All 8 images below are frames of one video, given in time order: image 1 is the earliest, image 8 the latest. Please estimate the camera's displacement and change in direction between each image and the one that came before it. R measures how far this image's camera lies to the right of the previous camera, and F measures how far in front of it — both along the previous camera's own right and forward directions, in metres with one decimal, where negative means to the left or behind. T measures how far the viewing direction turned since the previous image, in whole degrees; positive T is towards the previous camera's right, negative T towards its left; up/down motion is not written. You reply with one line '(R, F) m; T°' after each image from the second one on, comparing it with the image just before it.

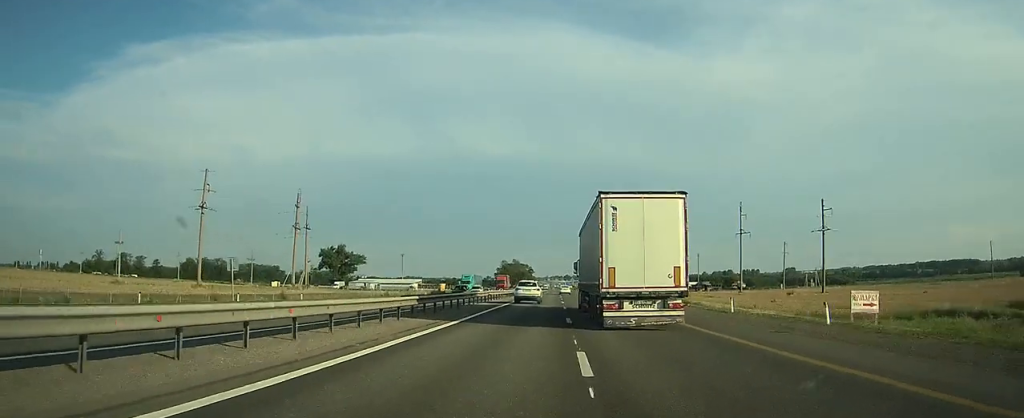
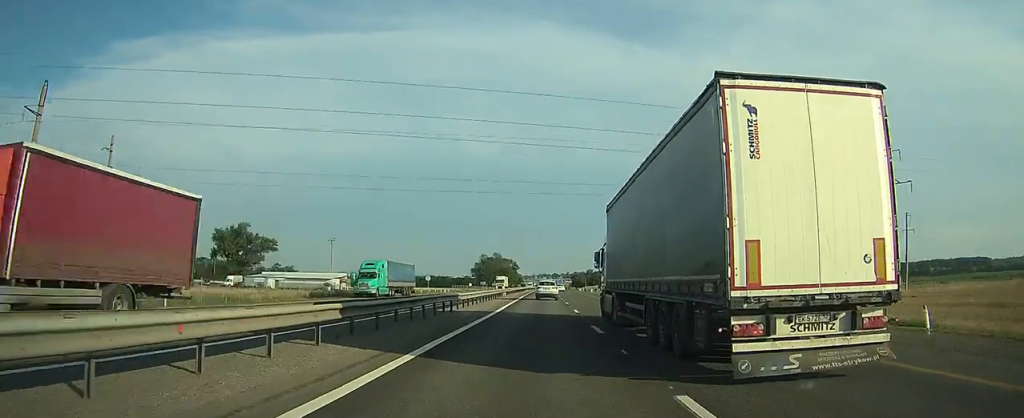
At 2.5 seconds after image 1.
(+0.4, +63.7) m; +1°
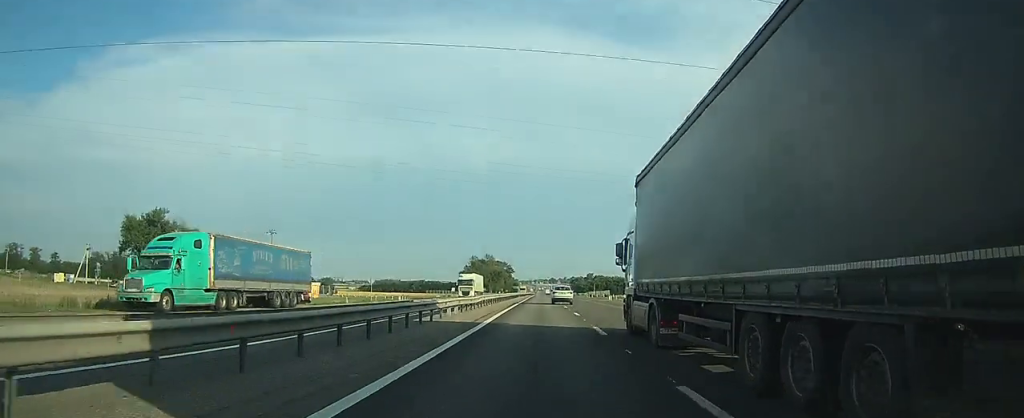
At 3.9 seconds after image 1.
(+0.1, +34.6) m; 0°
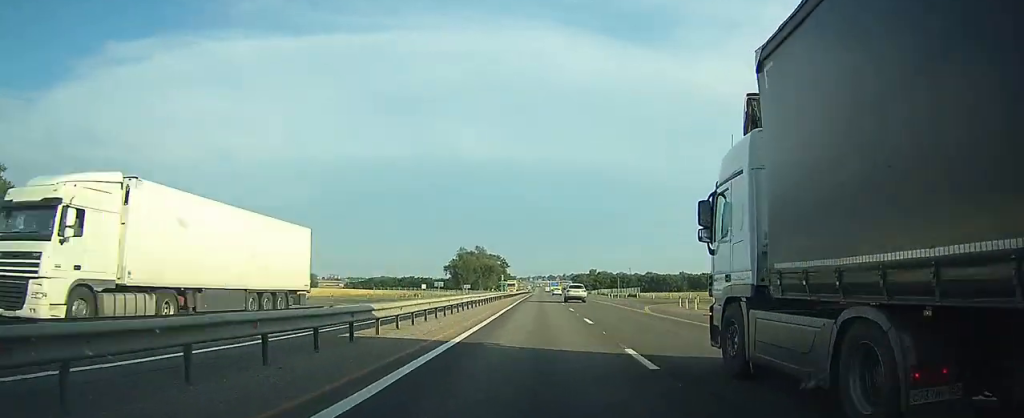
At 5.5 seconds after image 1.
(0.0, +42.5) m; 0°
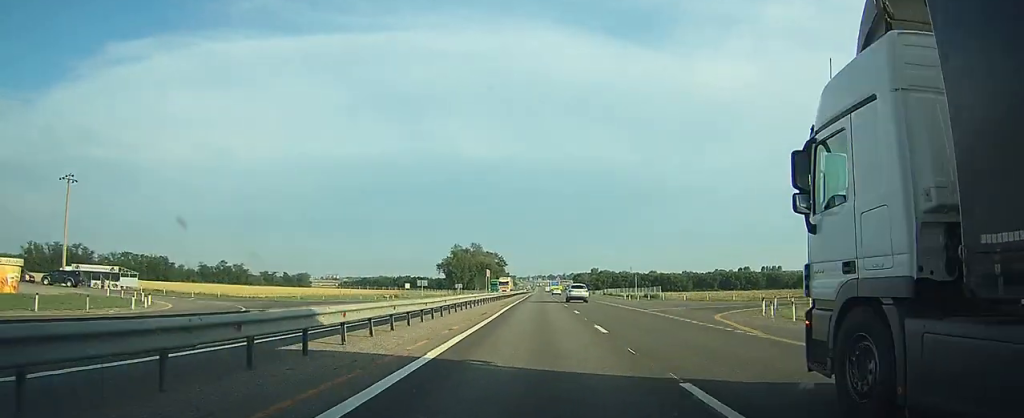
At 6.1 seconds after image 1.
(0.0, +16.2) m; 0°
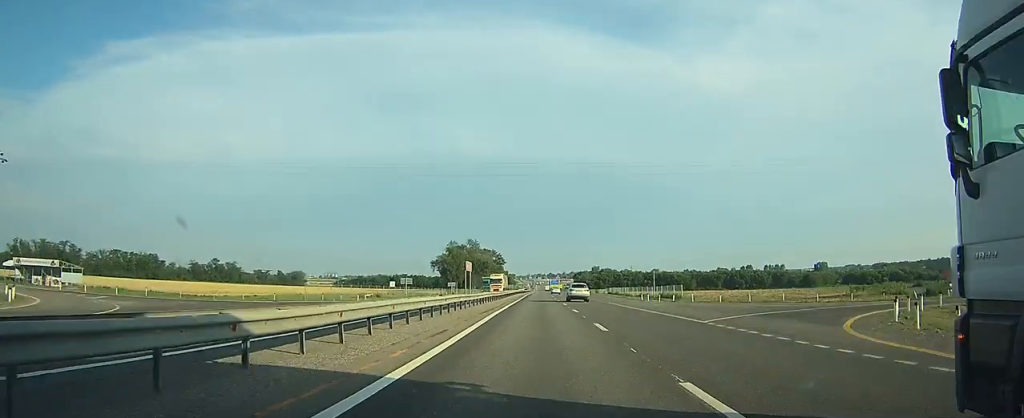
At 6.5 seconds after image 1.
(0.0, +11.8) m; 0°
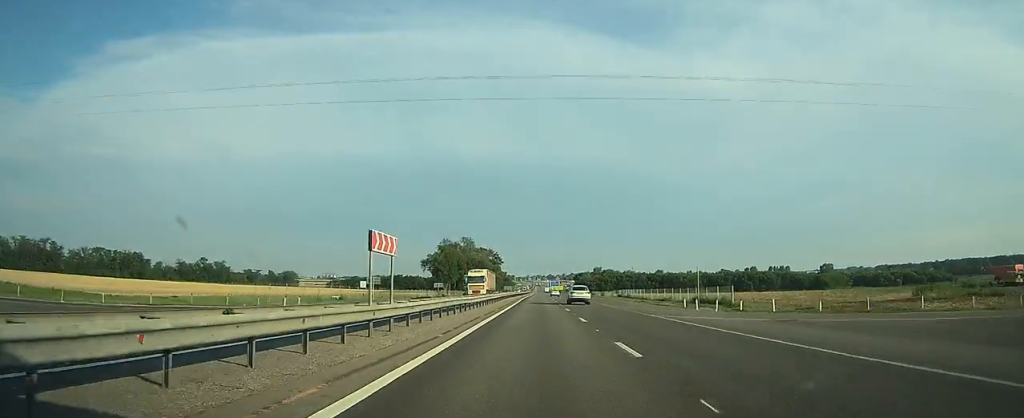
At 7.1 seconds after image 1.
(0.0, +17.4) m; 0°
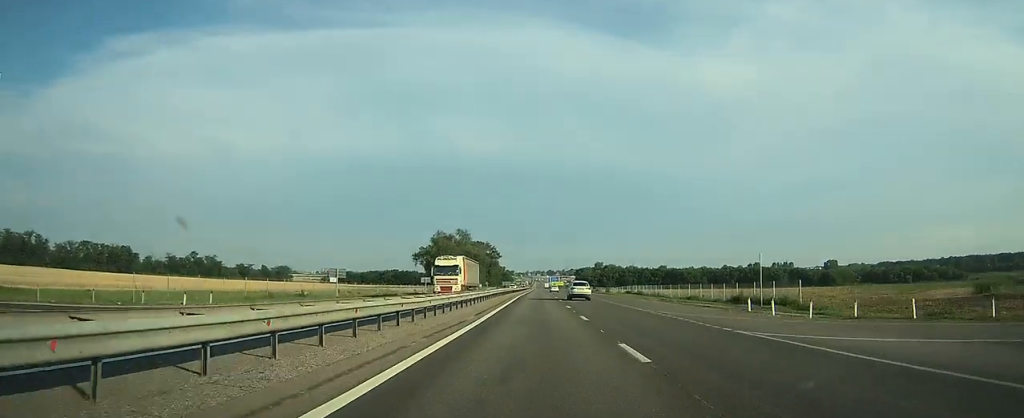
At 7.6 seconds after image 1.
(0.0, +12.9) m; 0°
